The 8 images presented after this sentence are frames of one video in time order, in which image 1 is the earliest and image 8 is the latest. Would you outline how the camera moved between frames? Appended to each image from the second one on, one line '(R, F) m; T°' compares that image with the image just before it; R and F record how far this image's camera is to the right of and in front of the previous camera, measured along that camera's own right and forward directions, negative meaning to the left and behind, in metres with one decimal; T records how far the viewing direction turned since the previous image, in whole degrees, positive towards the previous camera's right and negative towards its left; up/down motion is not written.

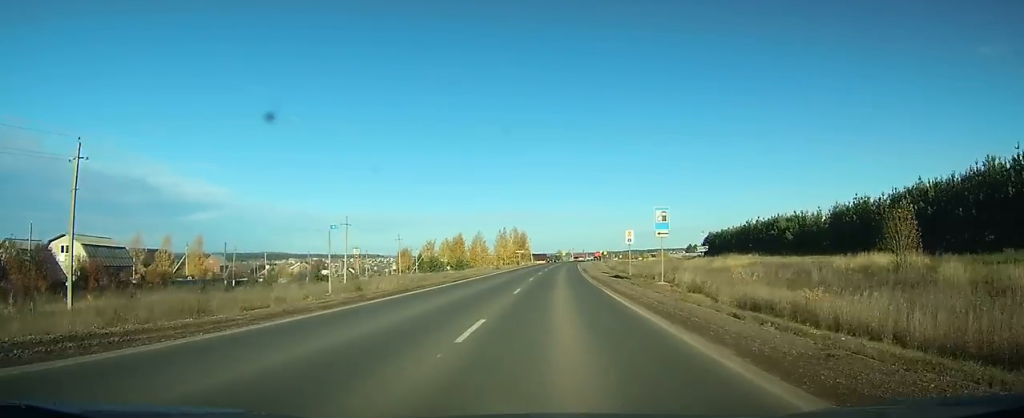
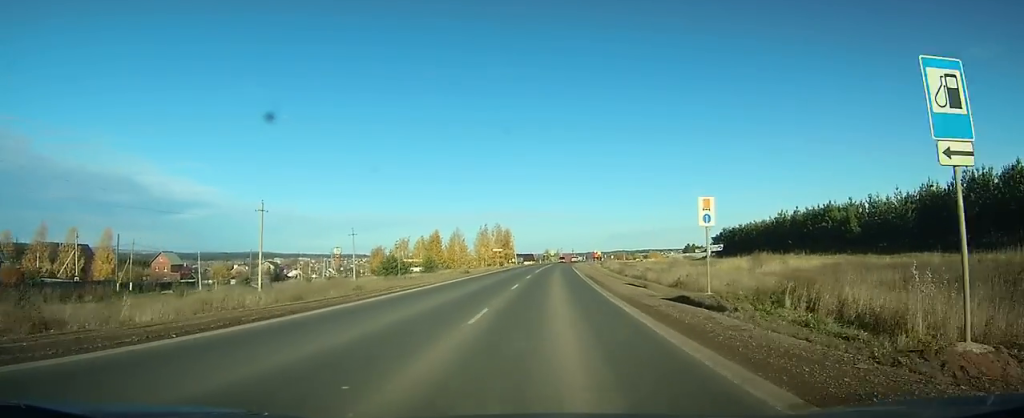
(+0.6, +22.0) m; +1°
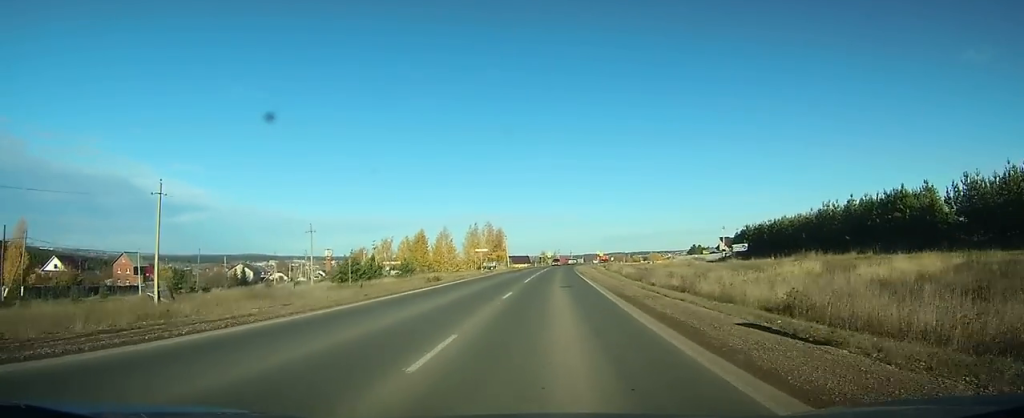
(+0.2, +17.1) m; +1°
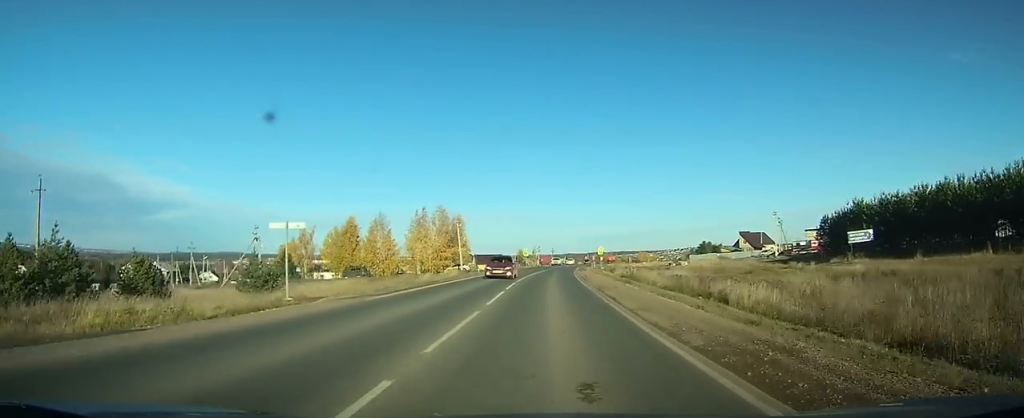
(+1.0, +45.9) m; +2°
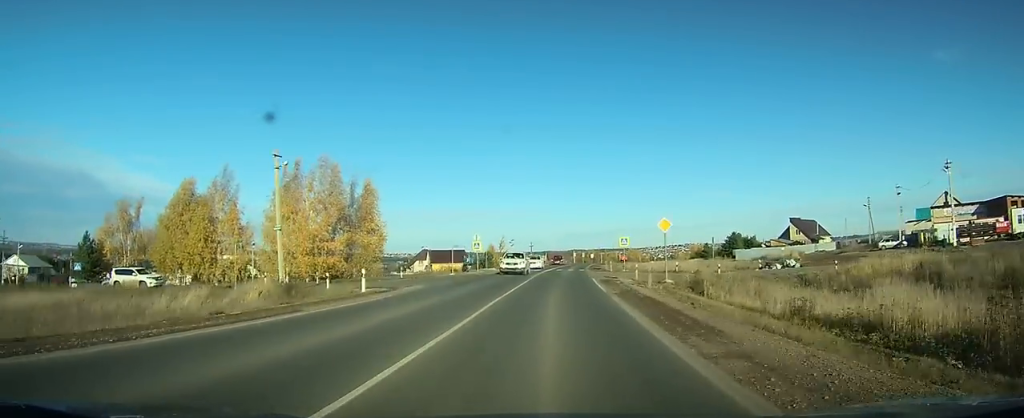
(+0.8, +52.7) m; +2°
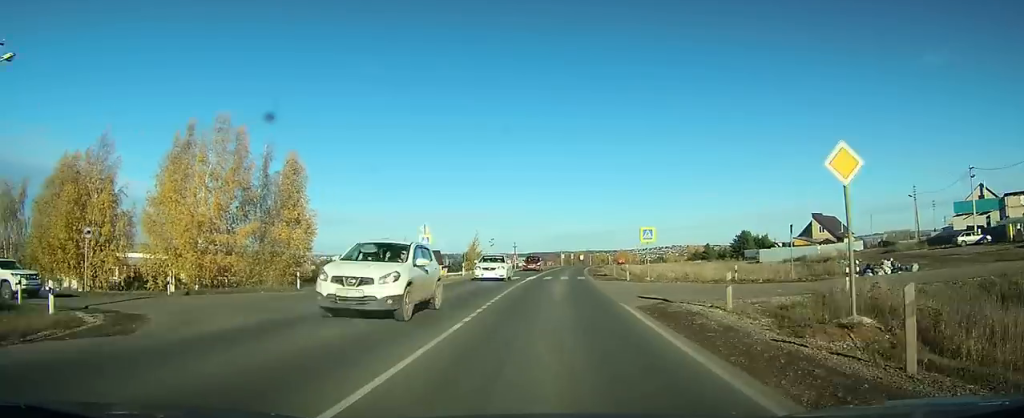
(+0.1, +18.6) m; +1°
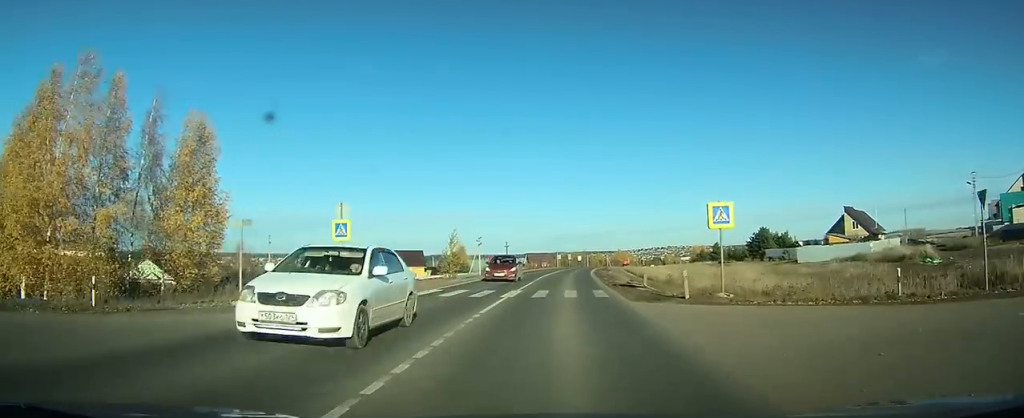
(+0.1, +15.3) m; +1°
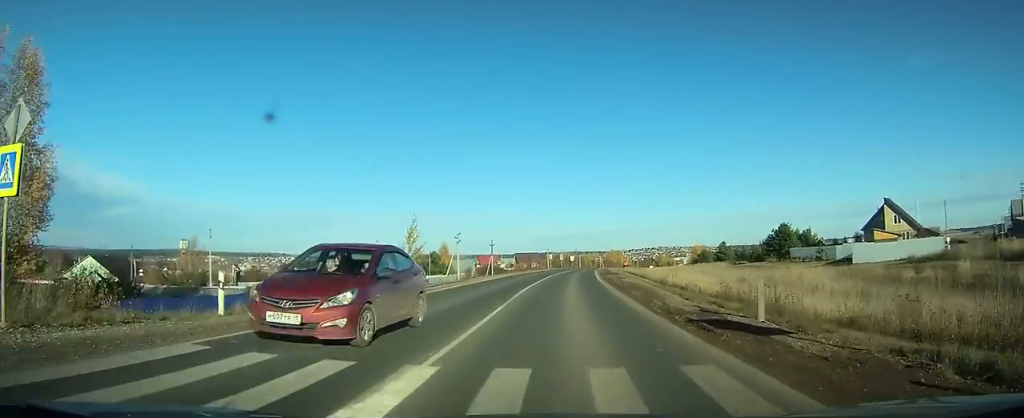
(+0.1, +16.3) m; +1°
